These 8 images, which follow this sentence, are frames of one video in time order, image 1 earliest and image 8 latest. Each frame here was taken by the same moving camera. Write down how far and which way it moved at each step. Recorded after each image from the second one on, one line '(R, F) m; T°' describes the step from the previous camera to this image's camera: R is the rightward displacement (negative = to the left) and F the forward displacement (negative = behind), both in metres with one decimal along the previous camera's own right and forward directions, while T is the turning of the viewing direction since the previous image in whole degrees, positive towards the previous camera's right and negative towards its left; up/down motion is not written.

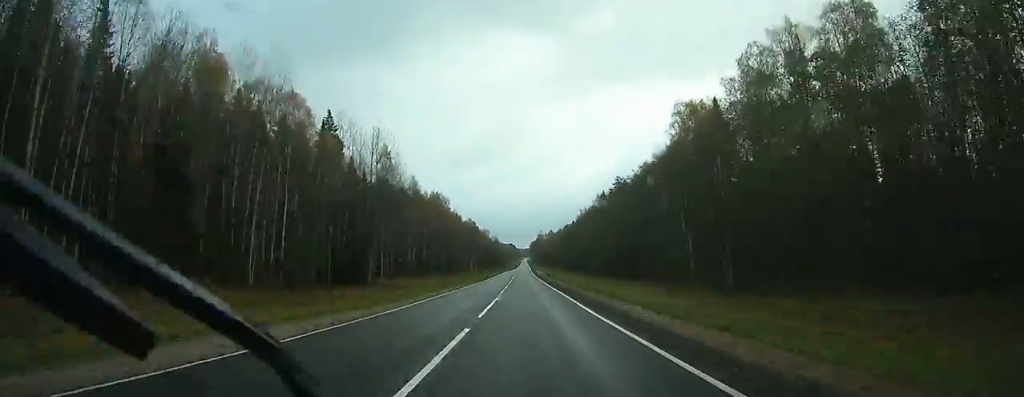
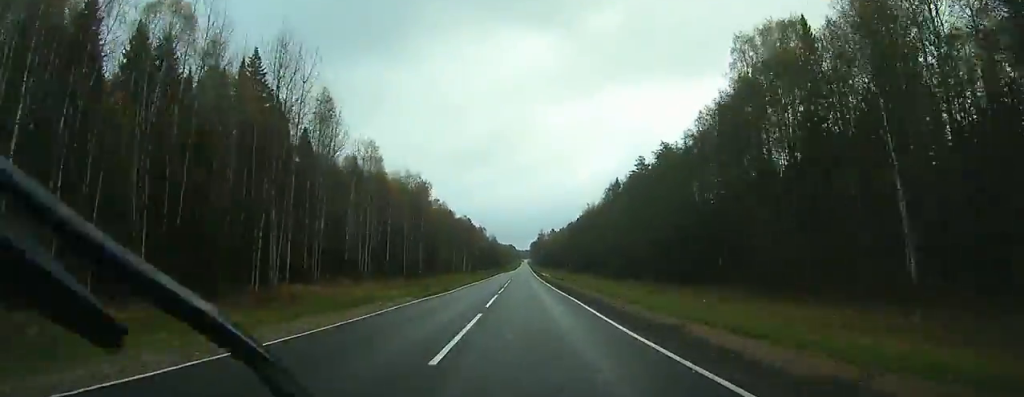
(-0.1, +32.5) m; 0°
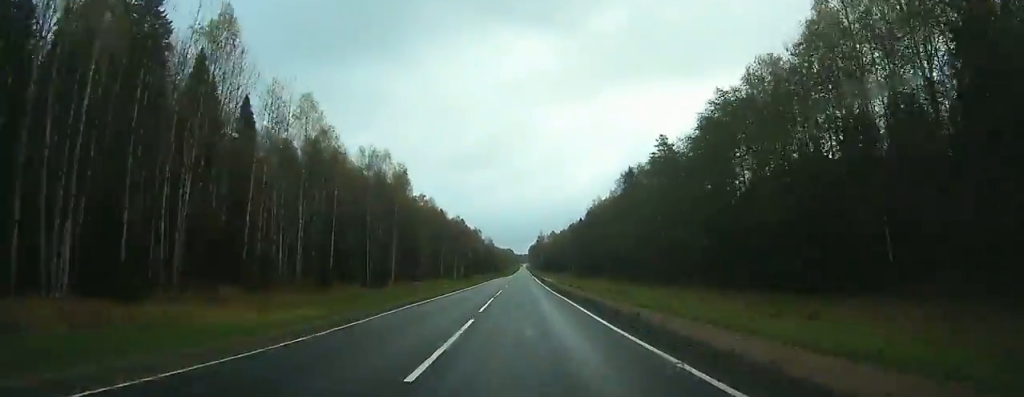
(0.0, +25.3) m; 0°
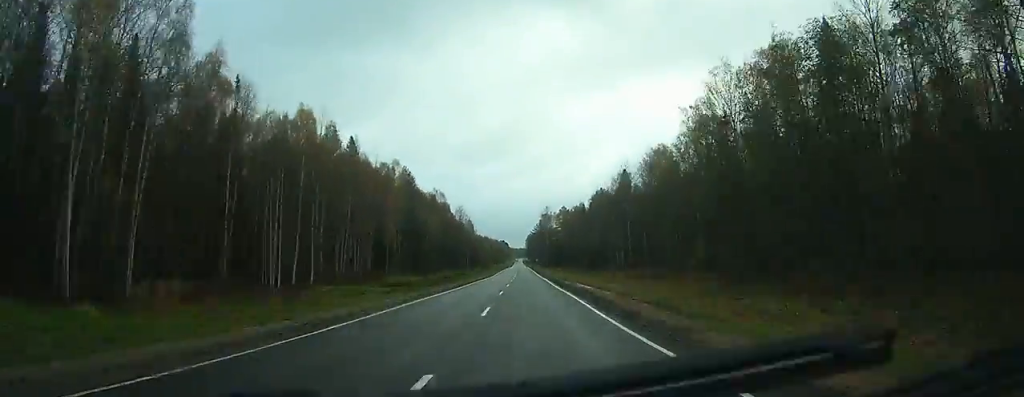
(+0.2, +142.4) m; 0°
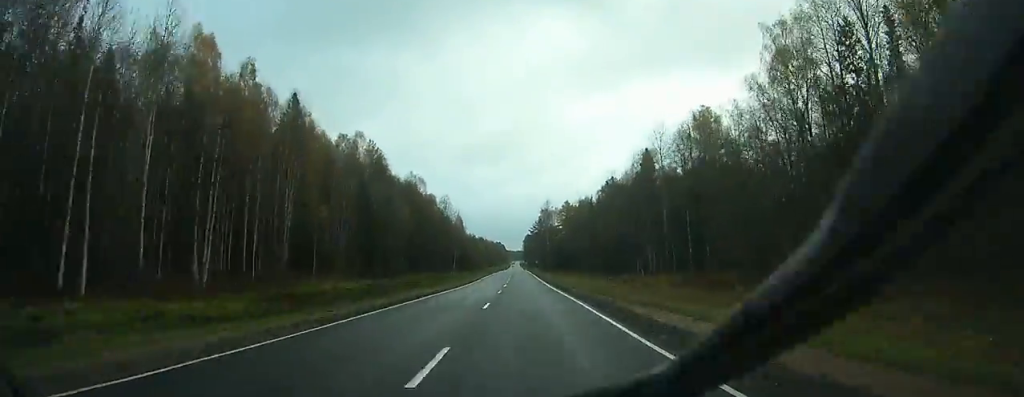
(+0.2, +33.9) m; 0°
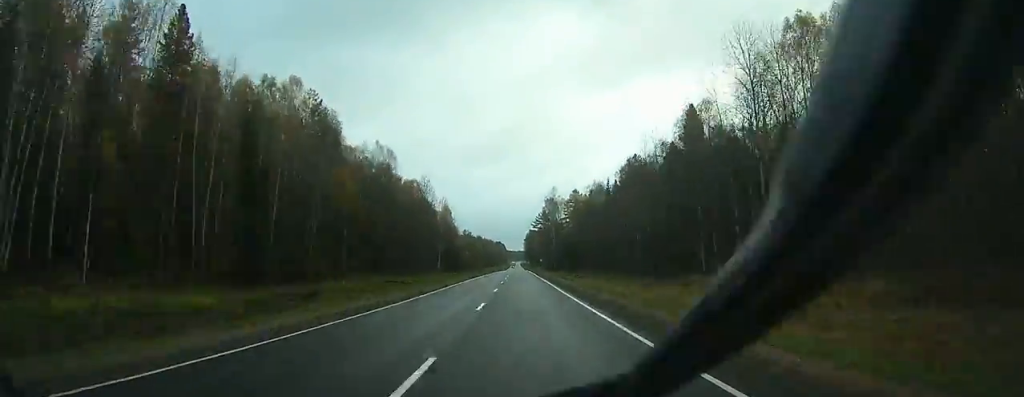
(0.0, +37.1) m; 0°
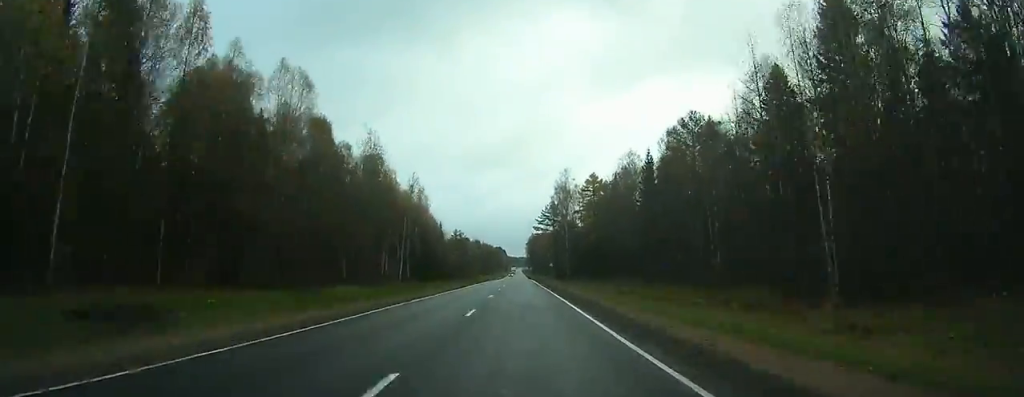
(-0.2, +49.1) m; 0°
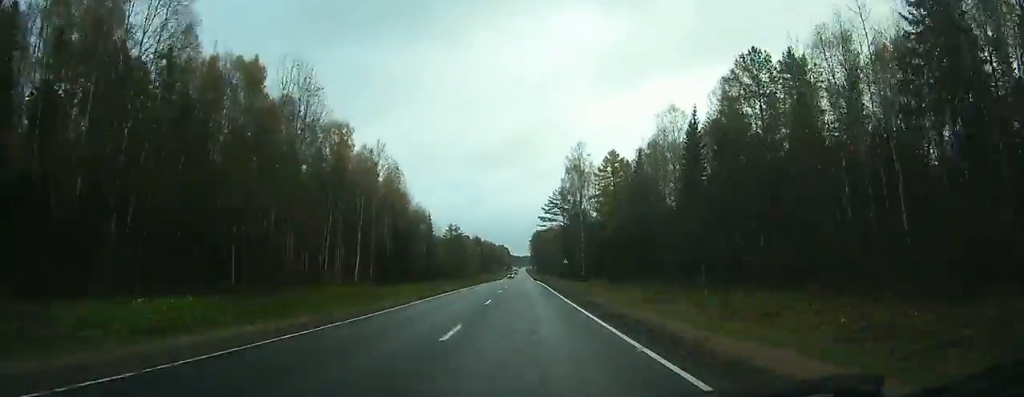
(-0.1, +29.7) m; 0°
